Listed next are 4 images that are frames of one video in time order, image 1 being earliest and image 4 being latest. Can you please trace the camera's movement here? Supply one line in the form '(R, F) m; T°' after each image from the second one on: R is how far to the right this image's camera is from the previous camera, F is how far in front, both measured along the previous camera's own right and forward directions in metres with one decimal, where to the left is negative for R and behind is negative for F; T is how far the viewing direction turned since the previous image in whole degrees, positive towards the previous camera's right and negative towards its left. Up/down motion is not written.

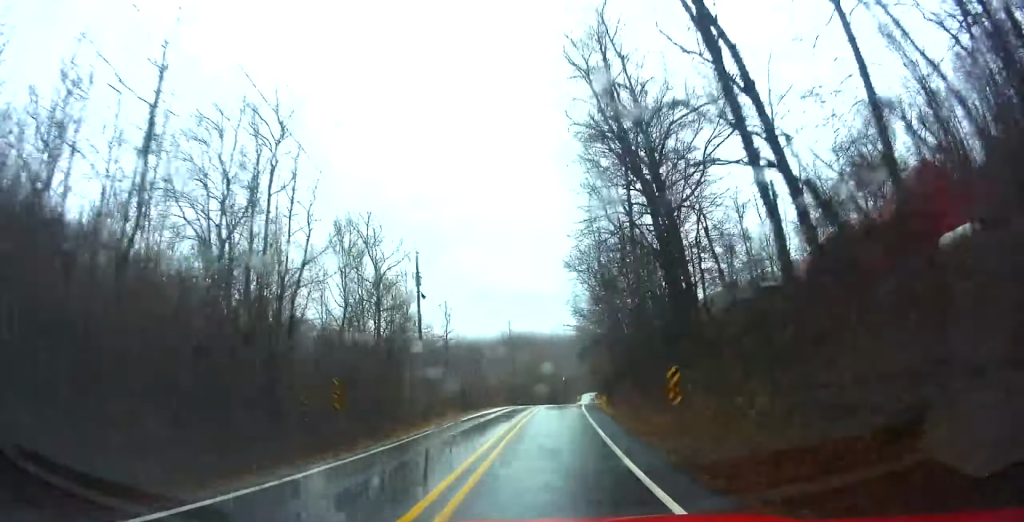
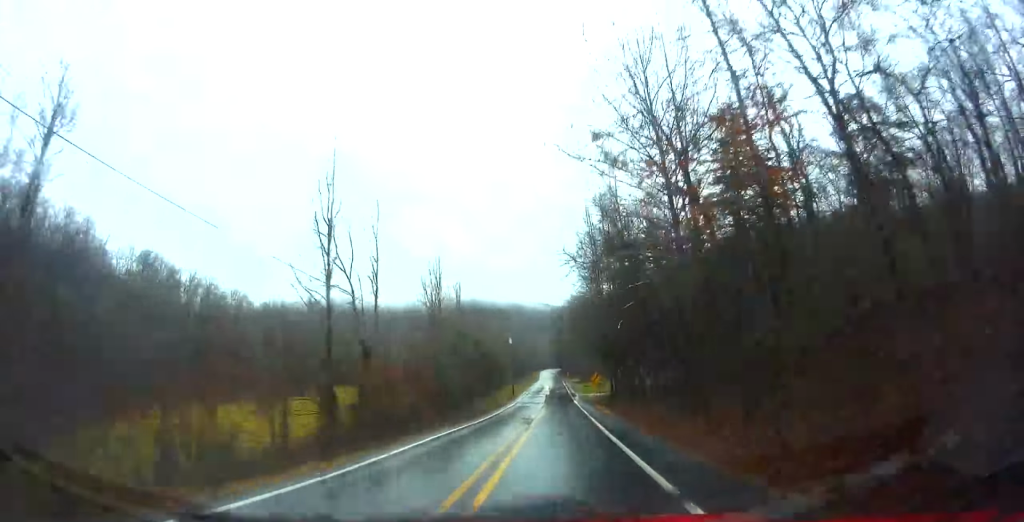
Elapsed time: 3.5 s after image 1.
(+2.1, +77.4) m; +3°
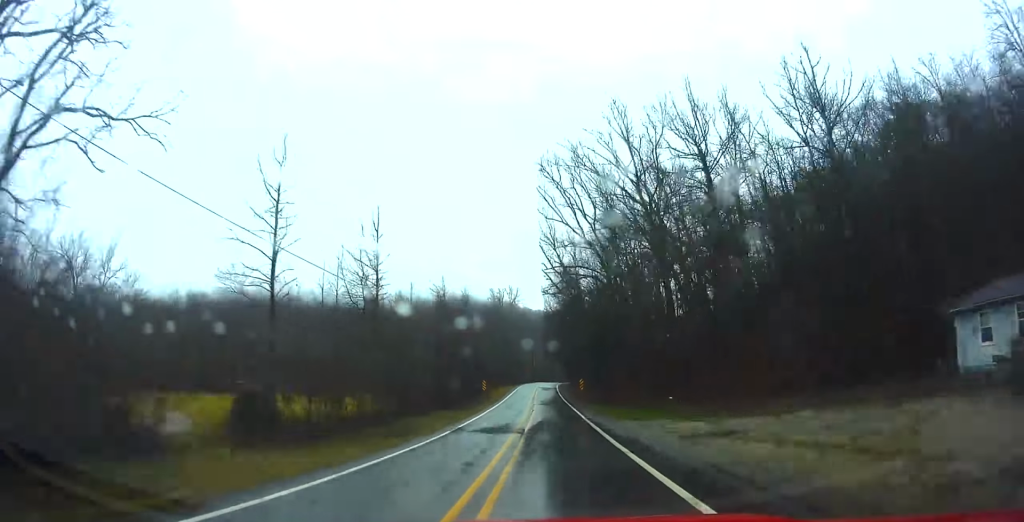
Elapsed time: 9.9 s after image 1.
(+3.5, +145.6) m; +1°
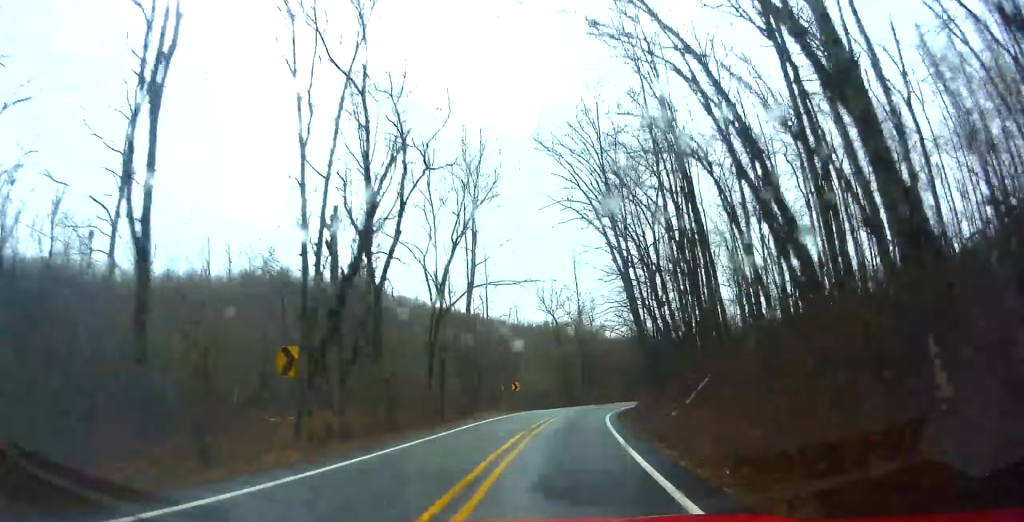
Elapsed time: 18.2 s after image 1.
(+9.7, +183.6) m; +13°
